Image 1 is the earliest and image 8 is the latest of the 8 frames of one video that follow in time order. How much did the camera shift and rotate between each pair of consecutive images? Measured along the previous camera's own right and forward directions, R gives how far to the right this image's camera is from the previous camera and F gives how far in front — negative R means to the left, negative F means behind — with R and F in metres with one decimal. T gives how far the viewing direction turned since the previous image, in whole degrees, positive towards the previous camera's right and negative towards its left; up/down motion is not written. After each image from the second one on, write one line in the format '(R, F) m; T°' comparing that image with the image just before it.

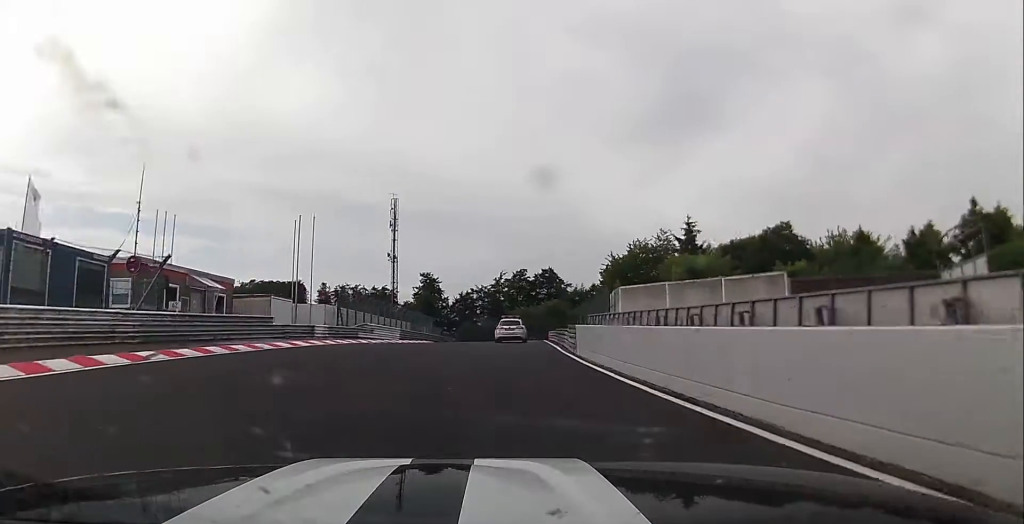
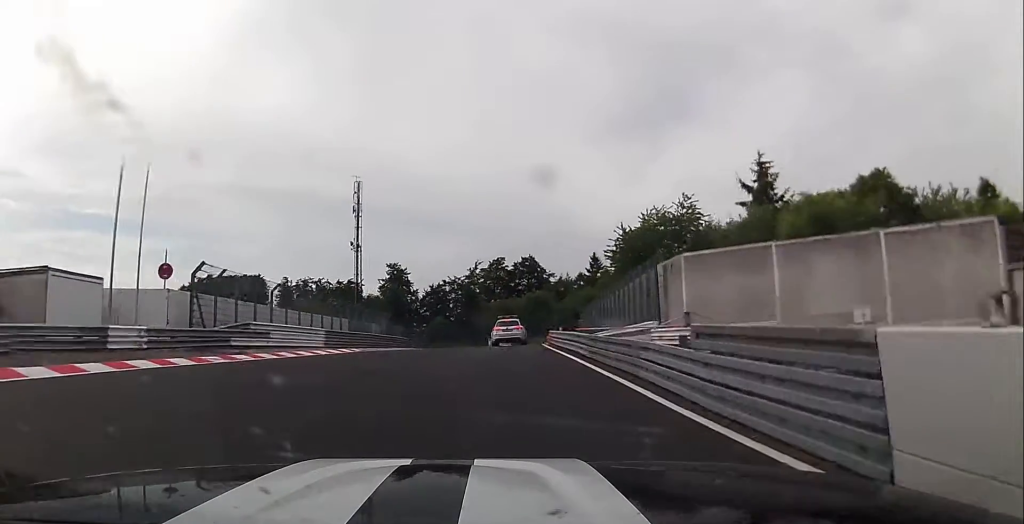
(+0.2, +18.4) m; +2°
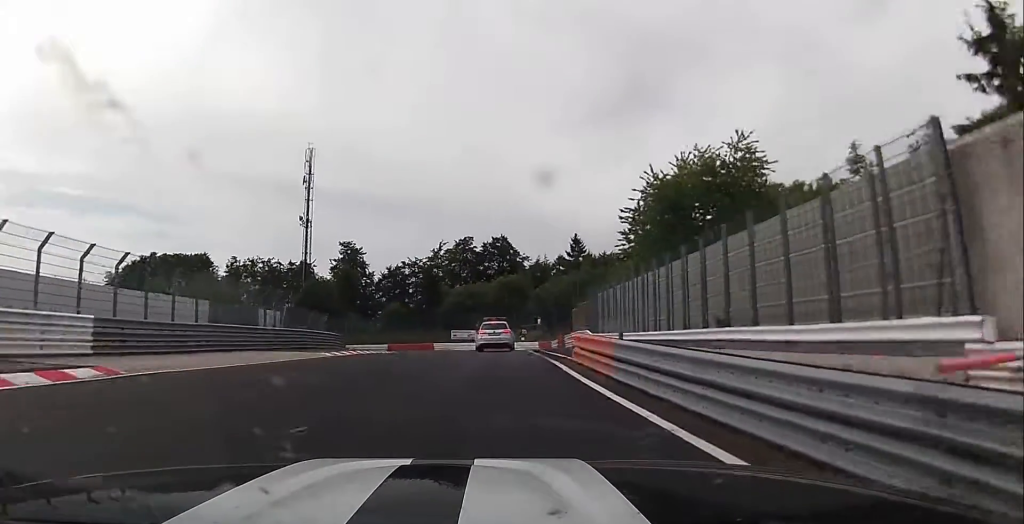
(+0.2, +20.4) m; +2°
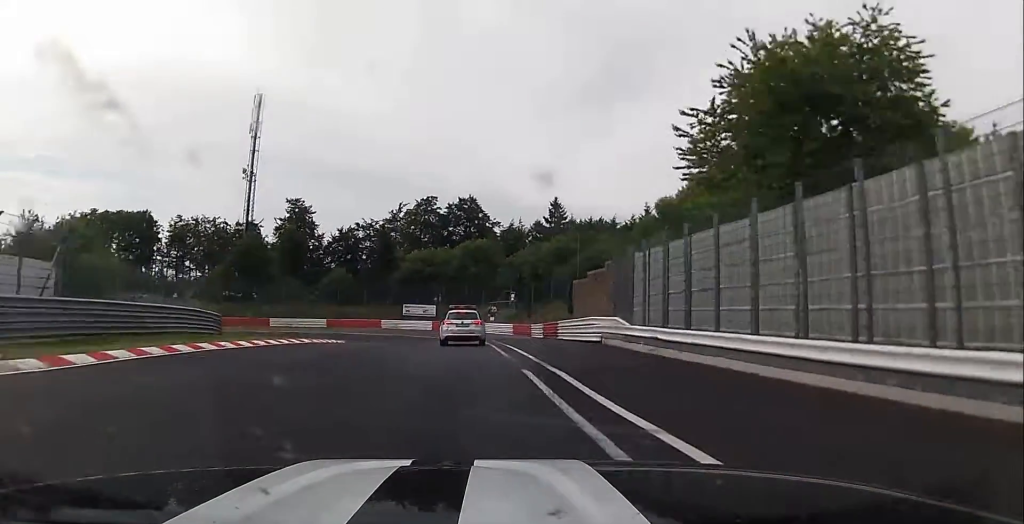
(+0.5, +18.9) m; +3°
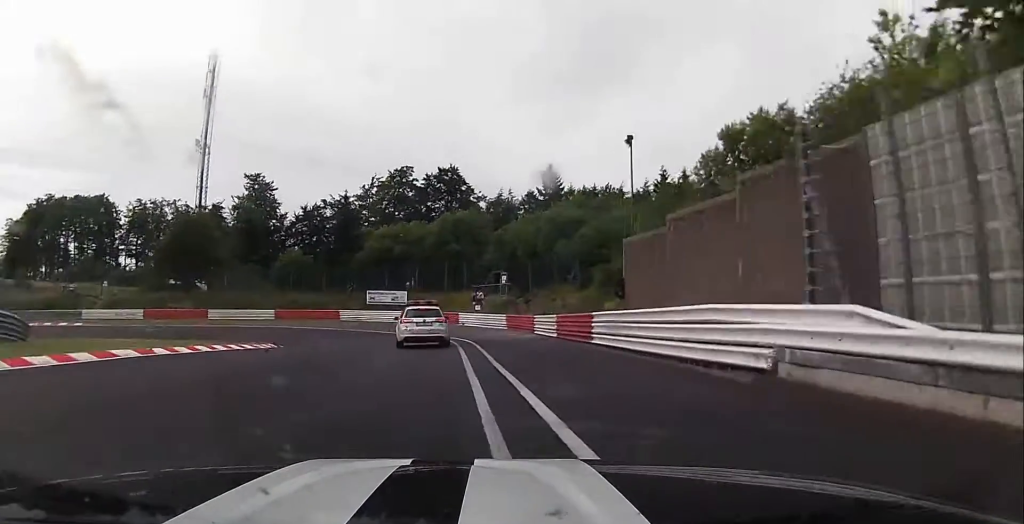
(+0.4, +16.3) m; 0°
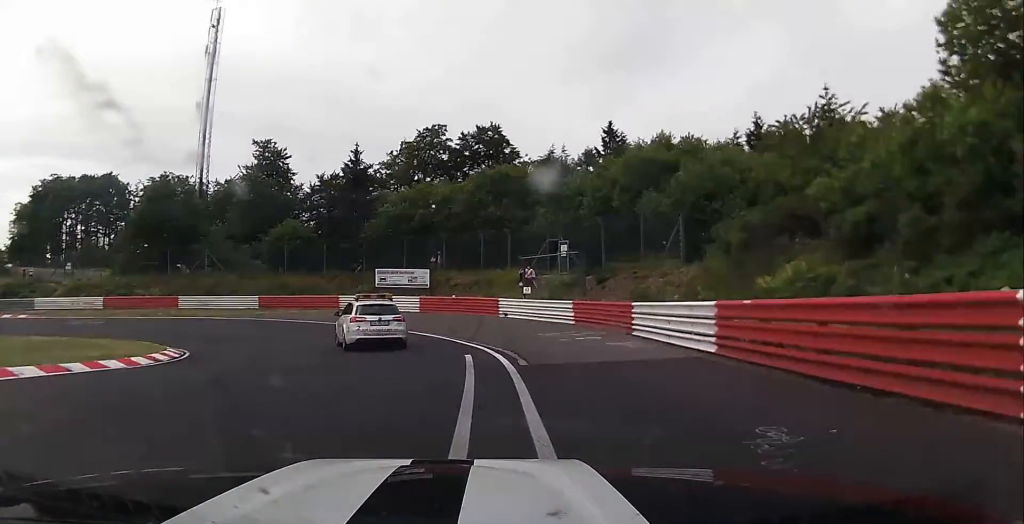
(-0.2, +17.5) m; -6°
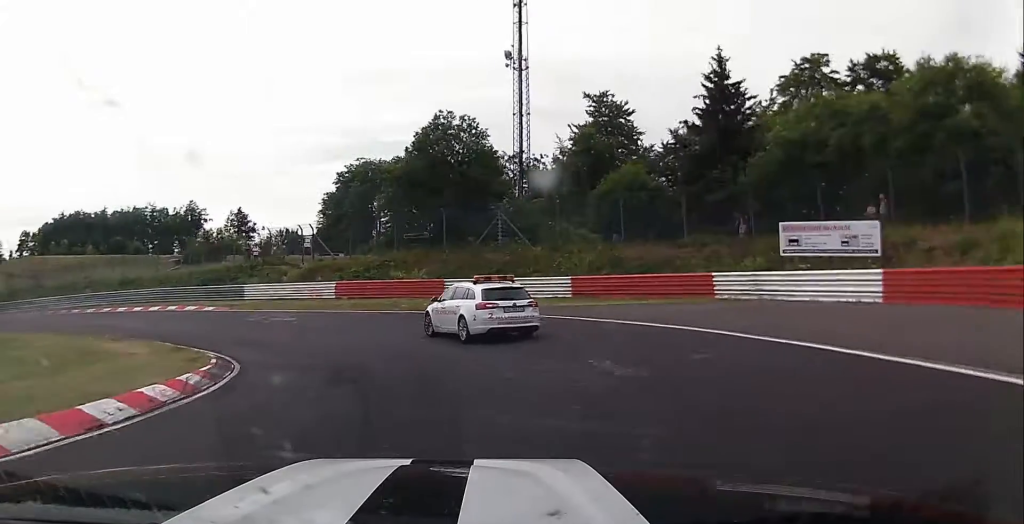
(-3.3, +22.1) m; -27°
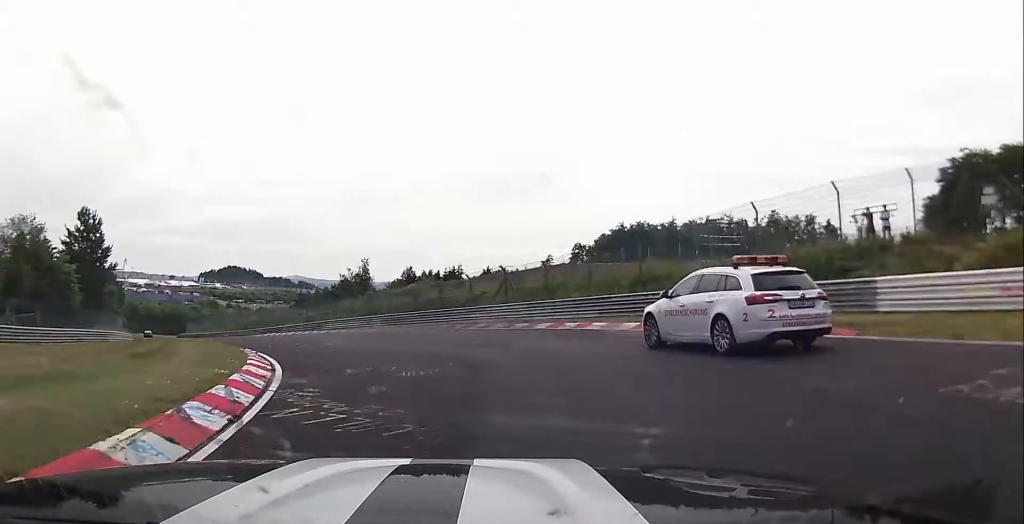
(-11.9, +22.5) m; -52°
